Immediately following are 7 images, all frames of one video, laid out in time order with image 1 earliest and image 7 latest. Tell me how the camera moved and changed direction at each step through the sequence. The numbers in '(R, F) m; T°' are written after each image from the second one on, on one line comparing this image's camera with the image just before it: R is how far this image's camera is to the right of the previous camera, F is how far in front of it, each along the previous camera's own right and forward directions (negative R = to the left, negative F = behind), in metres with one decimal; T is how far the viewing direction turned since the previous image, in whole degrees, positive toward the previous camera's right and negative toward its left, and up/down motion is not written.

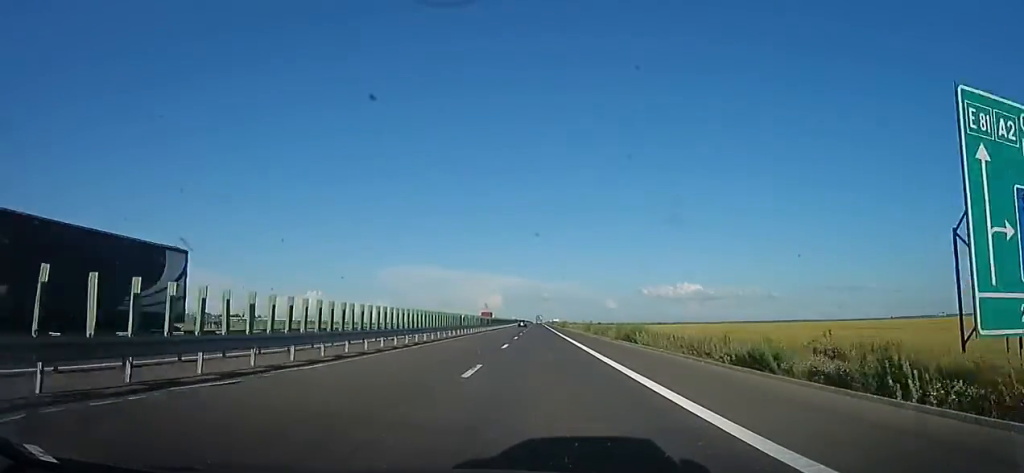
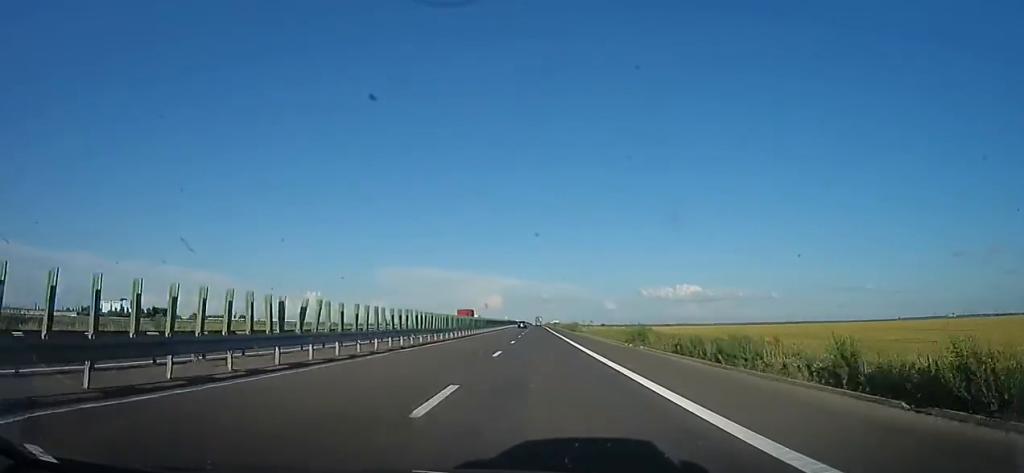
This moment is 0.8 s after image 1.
(+0.8, +28.9) m; 0°
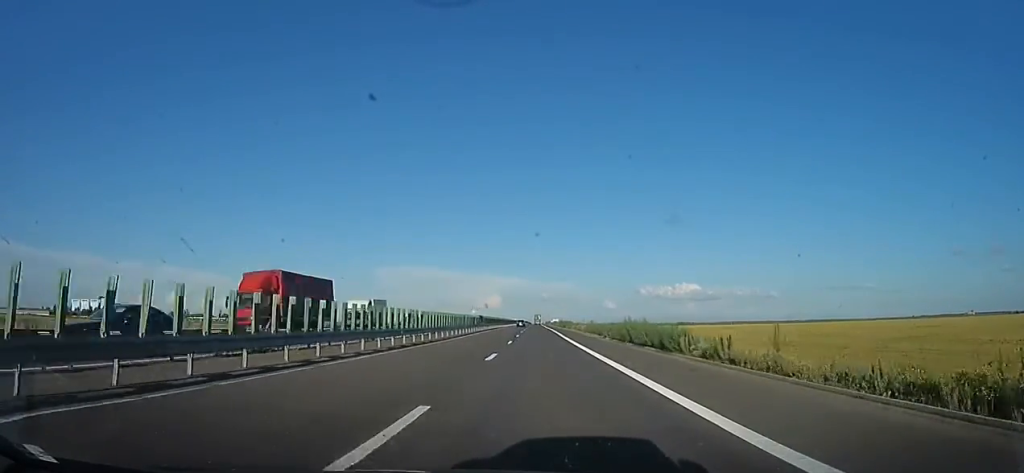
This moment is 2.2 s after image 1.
(-0.8, +51.2) m; 0°
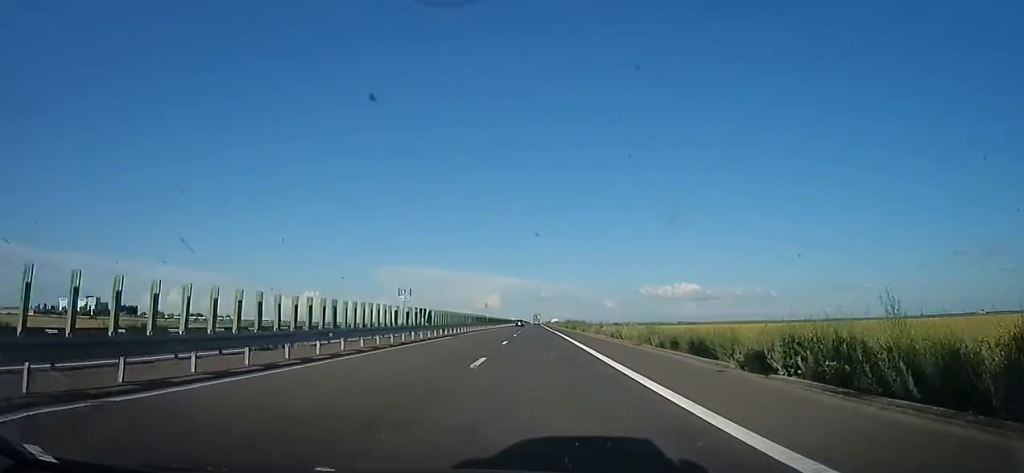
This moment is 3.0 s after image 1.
(+1.2, +27.7) m; 0°
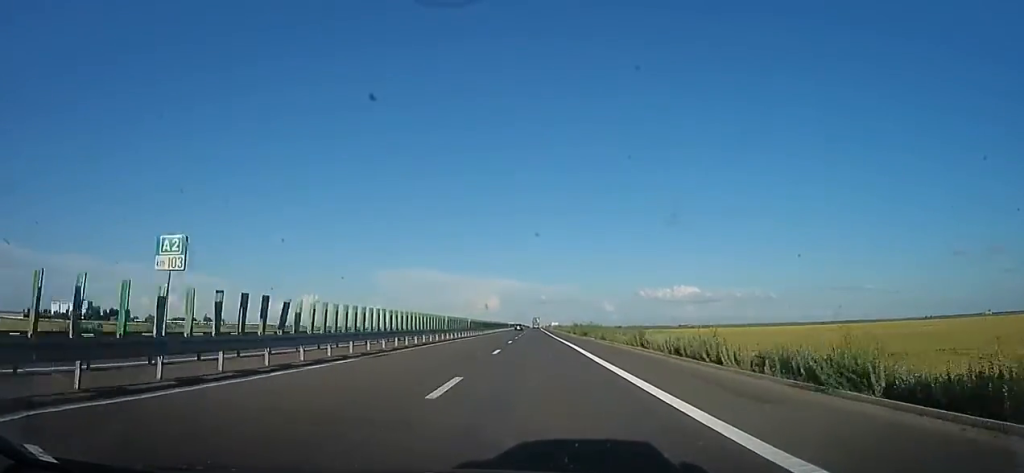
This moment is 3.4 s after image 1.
(-0.2, +16.9) m; 0°
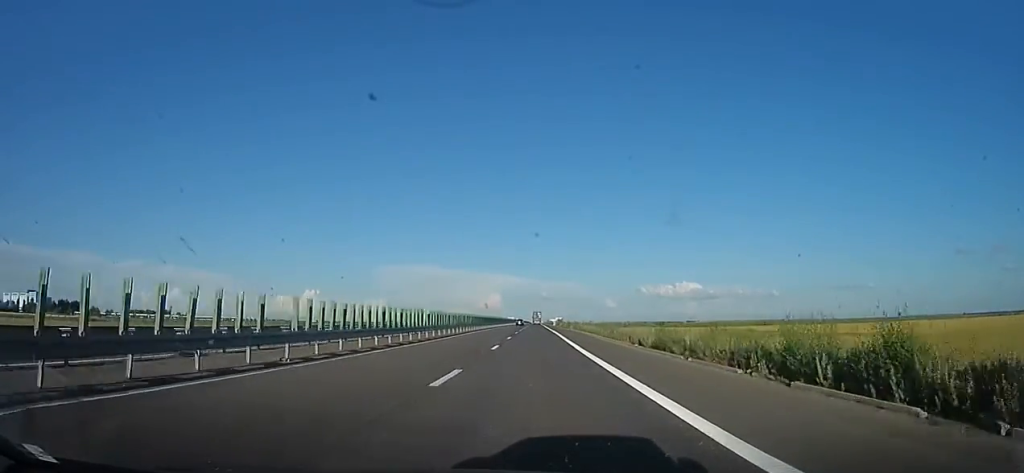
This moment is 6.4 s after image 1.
(+1.6, +108.6) m; -1°
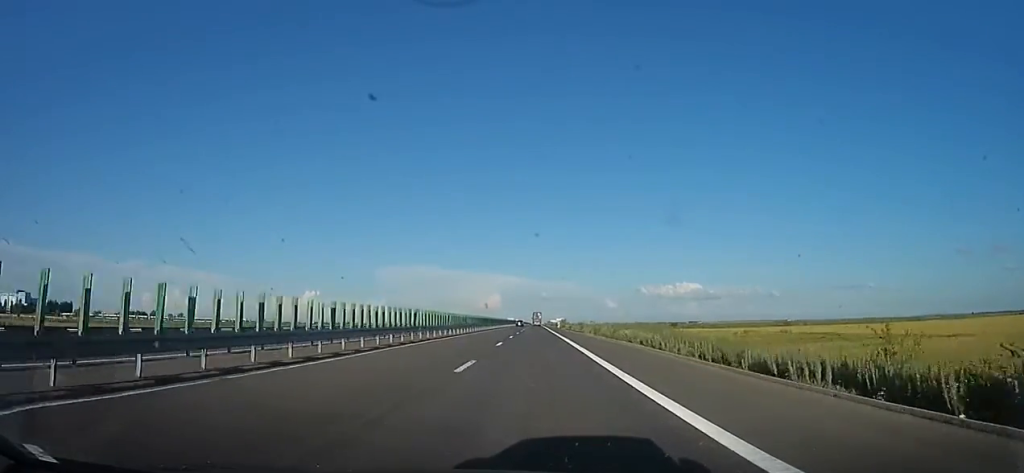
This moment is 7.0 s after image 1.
(-0.6, +21.7) m; -1°
